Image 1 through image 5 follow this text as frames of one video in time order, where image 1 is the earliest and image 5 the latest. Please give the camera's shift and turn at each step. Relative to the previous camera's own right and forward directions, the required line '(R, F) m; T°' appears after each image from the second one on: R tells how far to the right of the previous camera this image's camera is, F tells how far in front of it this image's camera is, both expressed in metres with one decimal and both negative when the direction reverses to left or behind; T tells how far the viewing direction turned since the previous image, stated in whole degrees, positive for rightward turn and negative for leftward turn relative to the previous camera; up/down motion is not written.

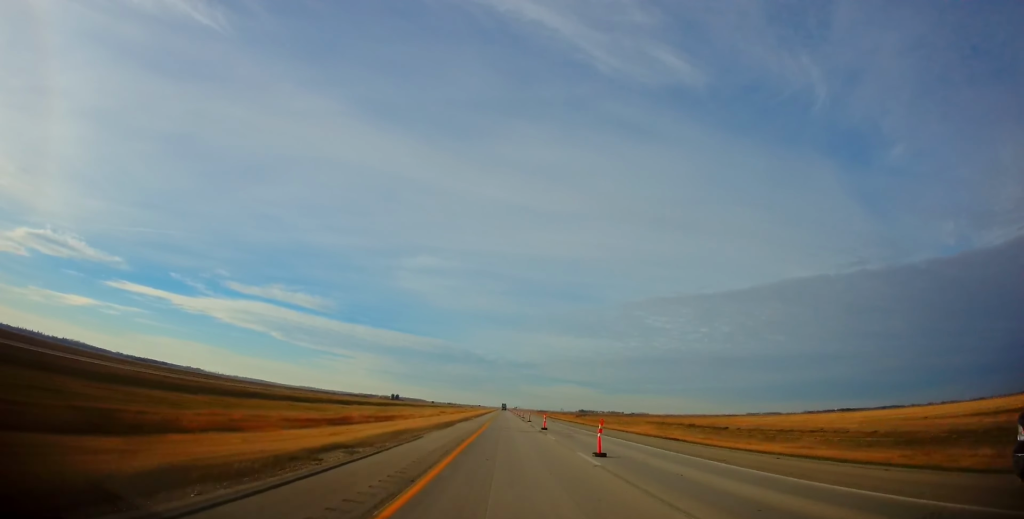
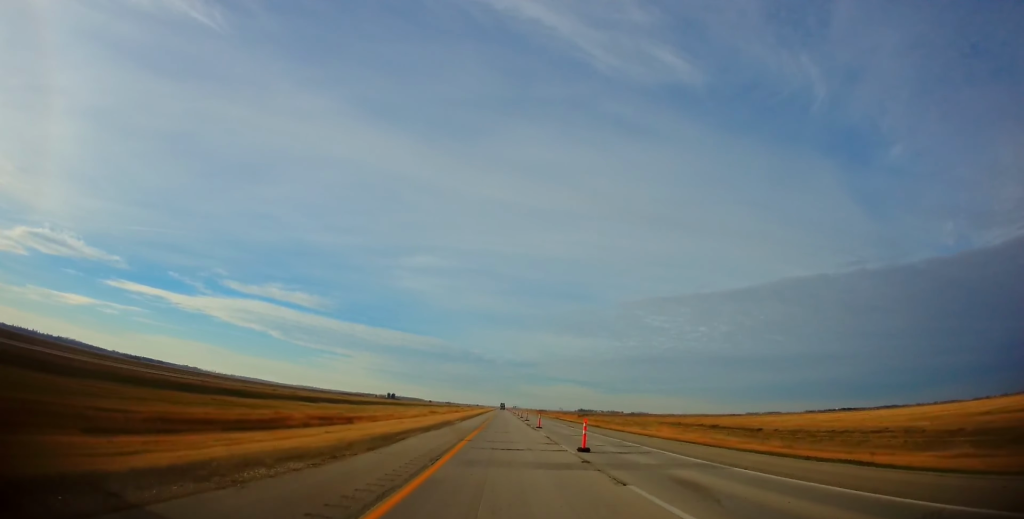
(-0.1, +20.5) m; 0°
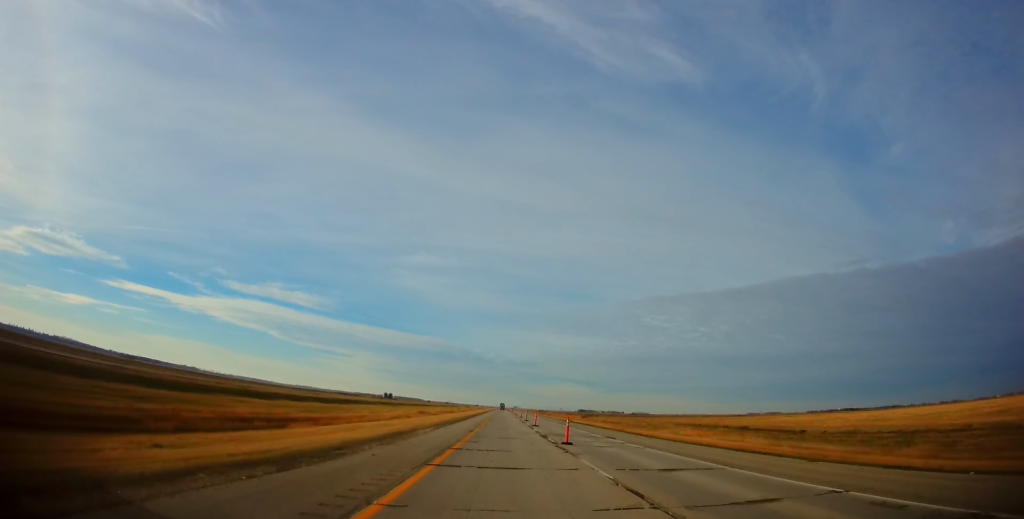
(+0.1, +19.0) m; 0°
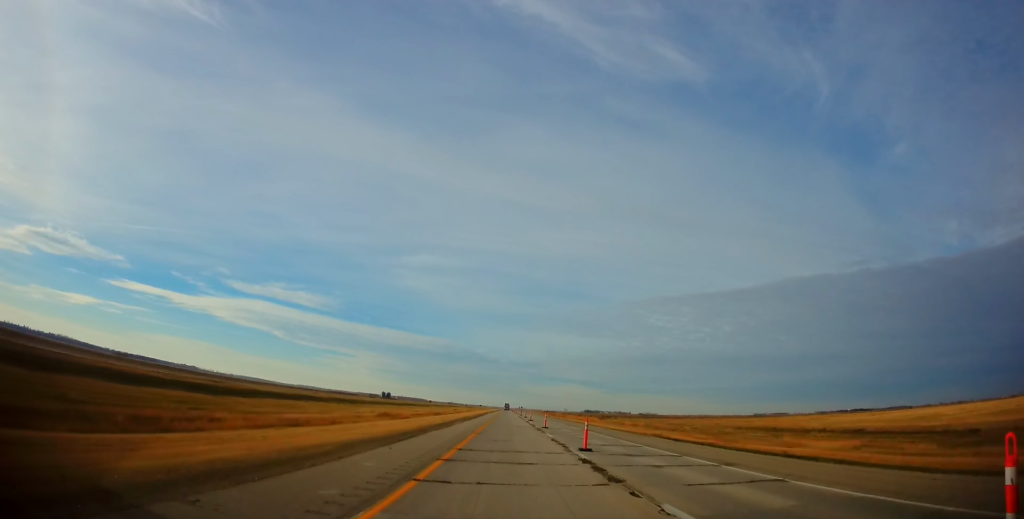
(+0.1, +43.9) m; 0°
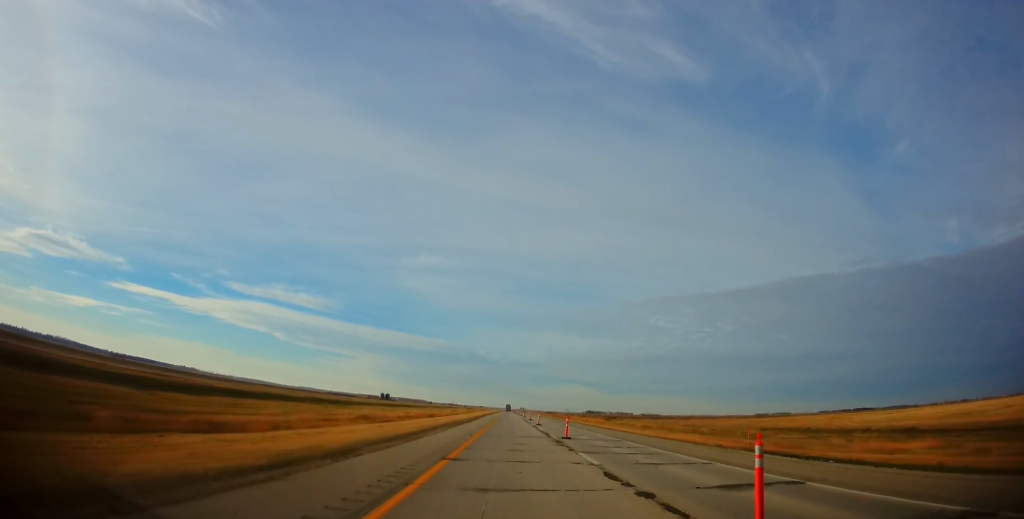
(0.0, +13.9) m; 0°
